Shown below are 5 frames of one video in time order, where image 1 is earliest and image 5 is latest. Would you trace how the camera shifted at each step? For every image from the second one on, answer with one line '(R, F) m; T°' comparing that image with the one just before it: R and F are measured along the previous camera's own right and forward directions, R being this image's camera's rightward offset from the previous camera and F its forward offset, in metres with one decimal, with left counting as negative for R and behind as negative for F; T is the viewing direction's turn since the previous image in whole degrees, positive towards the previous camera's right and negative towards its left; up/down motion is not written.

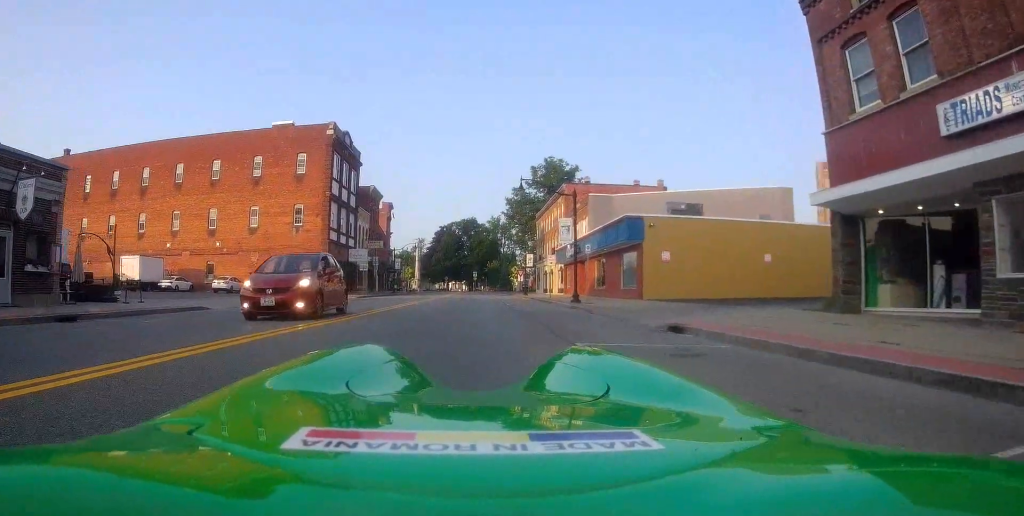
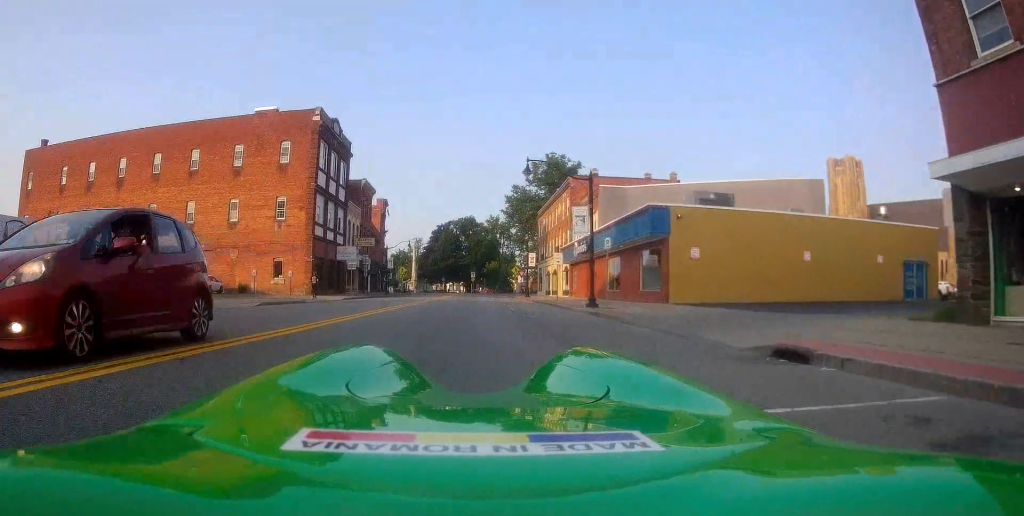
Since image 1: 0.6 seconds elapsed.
(-0.1, +4.5) m; +4°
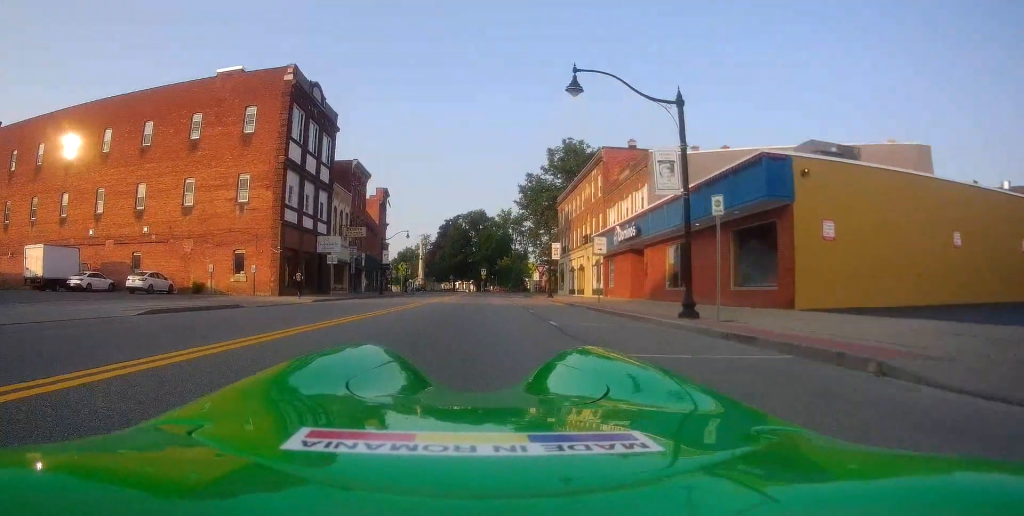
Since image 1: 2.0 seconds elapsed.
(+0.5, +10.5) m; -2°
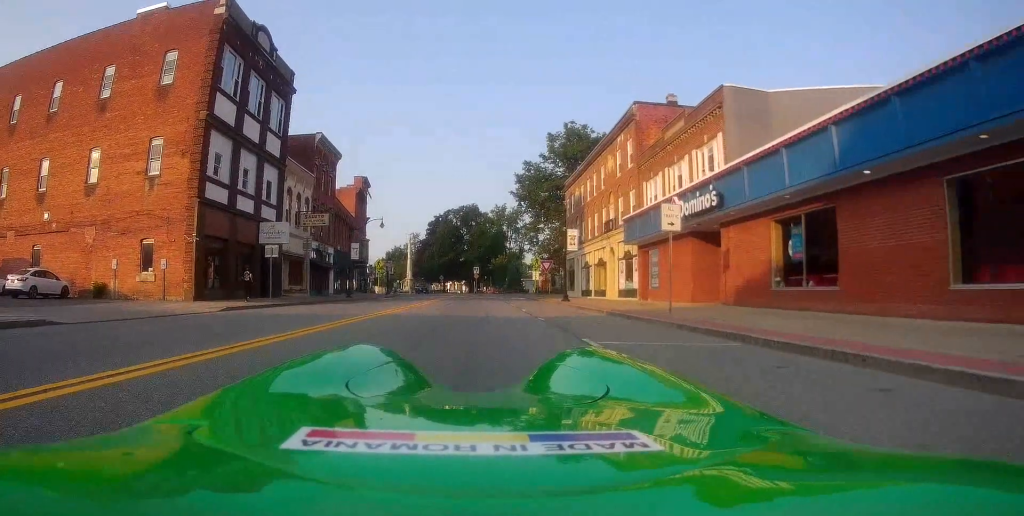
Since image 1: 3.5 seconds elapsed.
(-0.5, +11.4) m; +3°
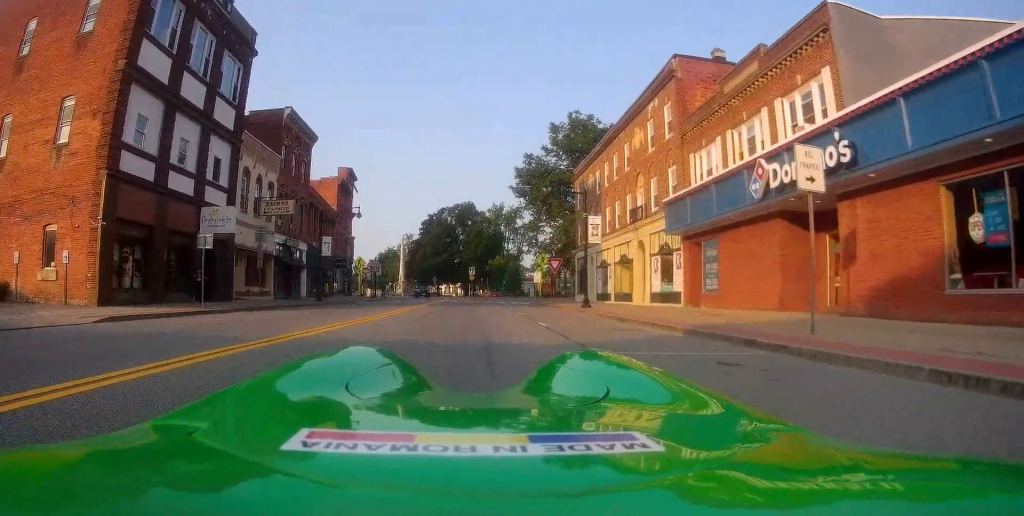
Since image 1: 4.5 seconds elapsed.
(+0.6, +7.7) m; -1°
